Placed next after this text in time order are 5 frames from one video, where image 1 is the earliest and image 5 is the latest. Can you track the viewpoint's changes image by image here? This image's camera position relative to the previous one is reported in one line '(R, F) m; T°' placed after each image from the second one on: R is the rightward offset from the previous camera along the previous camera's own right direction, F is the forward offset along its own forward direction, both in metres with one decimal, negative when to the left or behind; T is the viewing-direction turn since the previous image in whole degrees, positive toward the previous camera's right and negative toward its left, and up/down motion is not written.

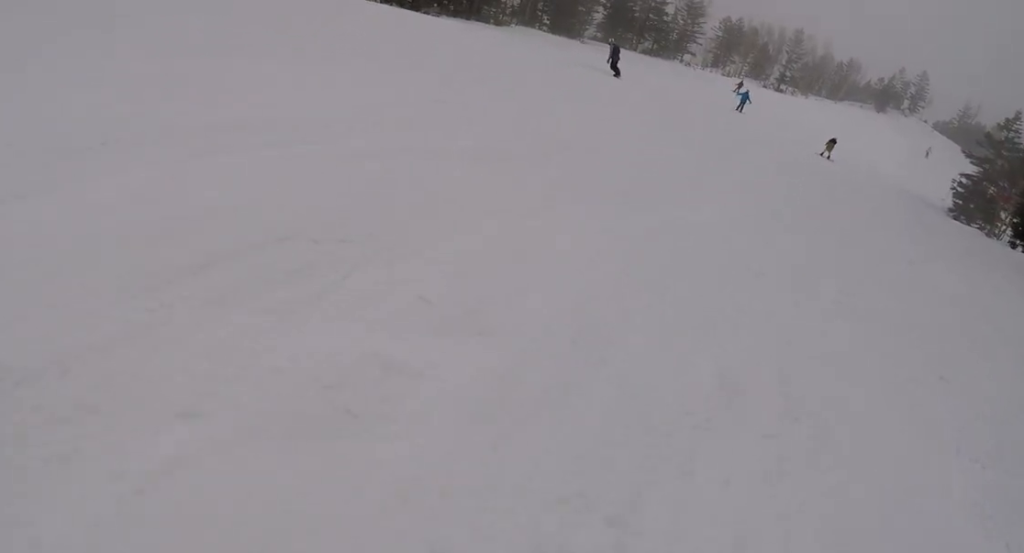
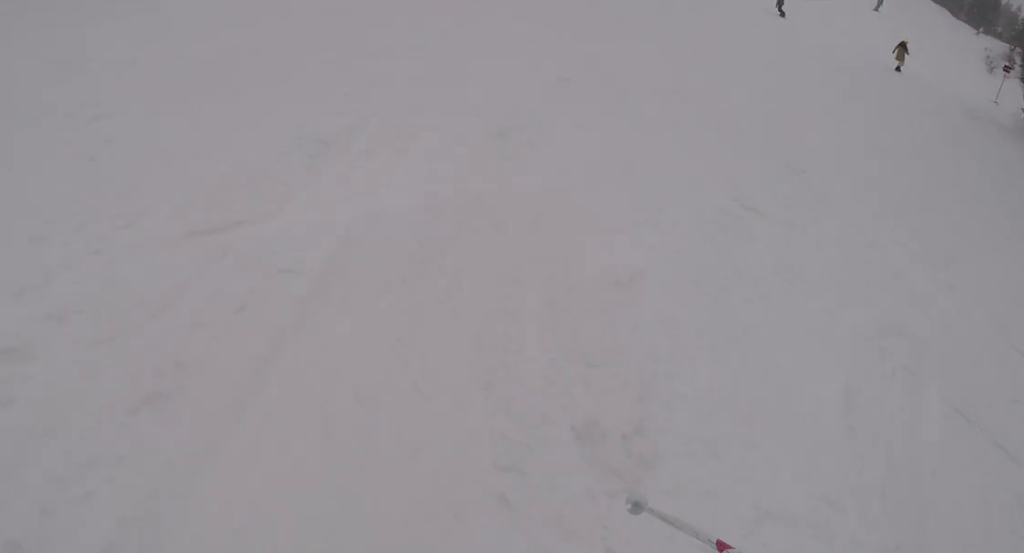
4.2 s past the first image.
(-1.5, +25.9) m; -11°
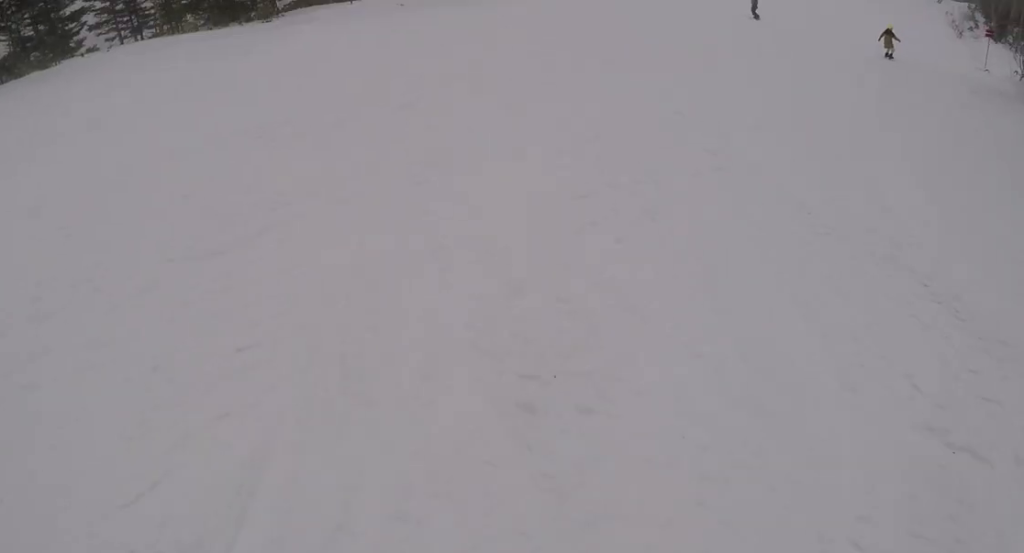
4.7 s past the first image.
(-0.3, +2.4) m; 0°
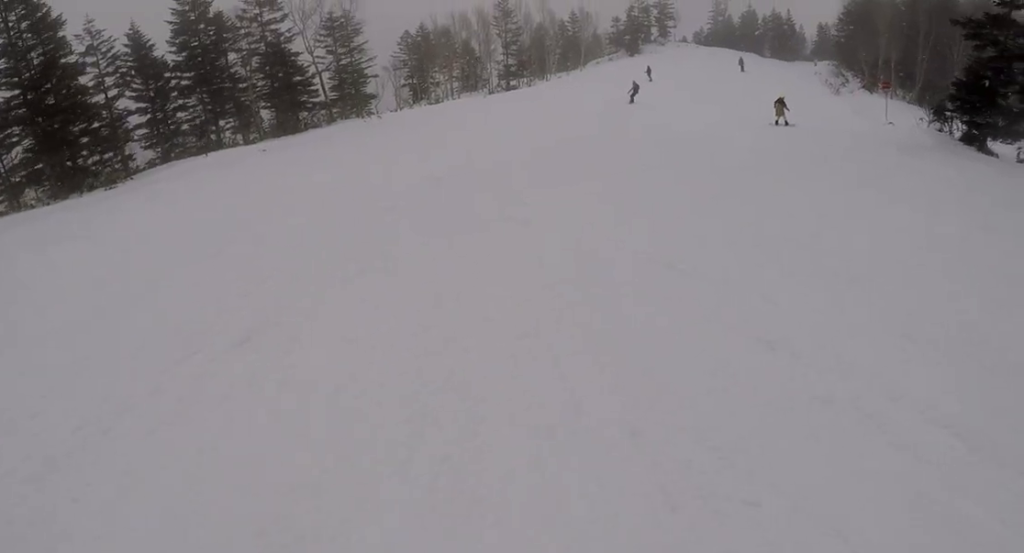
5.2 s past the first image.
(+0.4, +3.4) m; +9°
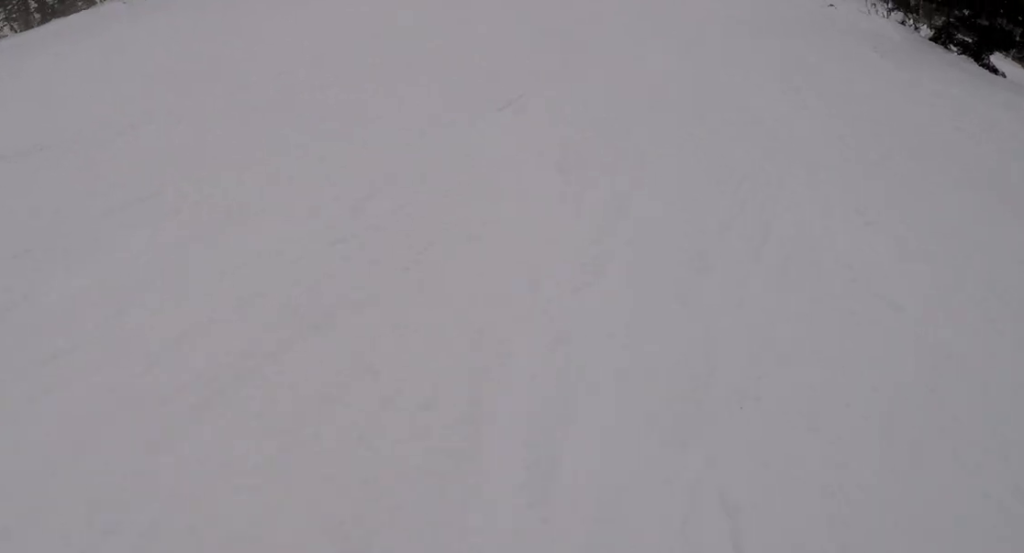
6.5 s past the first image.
(+1.5, +8.2) m; +15°
